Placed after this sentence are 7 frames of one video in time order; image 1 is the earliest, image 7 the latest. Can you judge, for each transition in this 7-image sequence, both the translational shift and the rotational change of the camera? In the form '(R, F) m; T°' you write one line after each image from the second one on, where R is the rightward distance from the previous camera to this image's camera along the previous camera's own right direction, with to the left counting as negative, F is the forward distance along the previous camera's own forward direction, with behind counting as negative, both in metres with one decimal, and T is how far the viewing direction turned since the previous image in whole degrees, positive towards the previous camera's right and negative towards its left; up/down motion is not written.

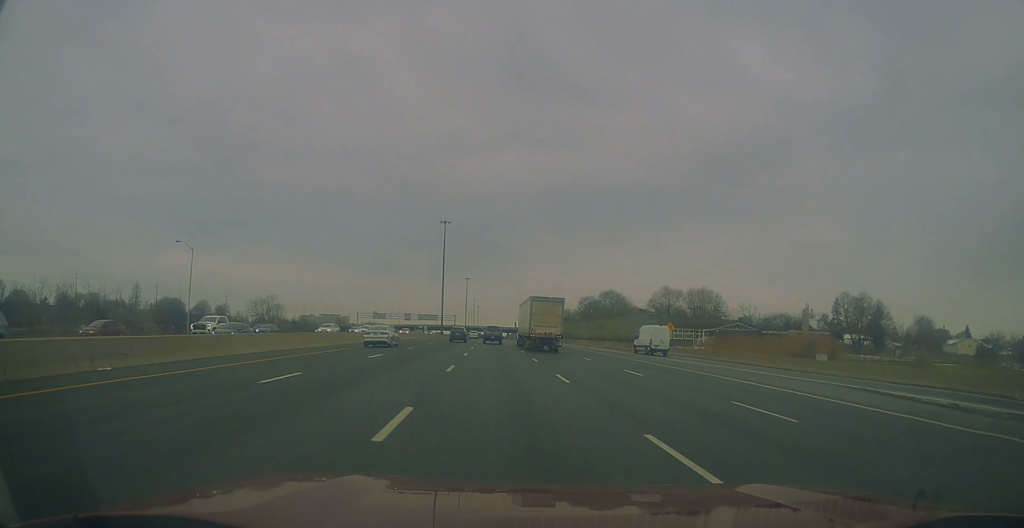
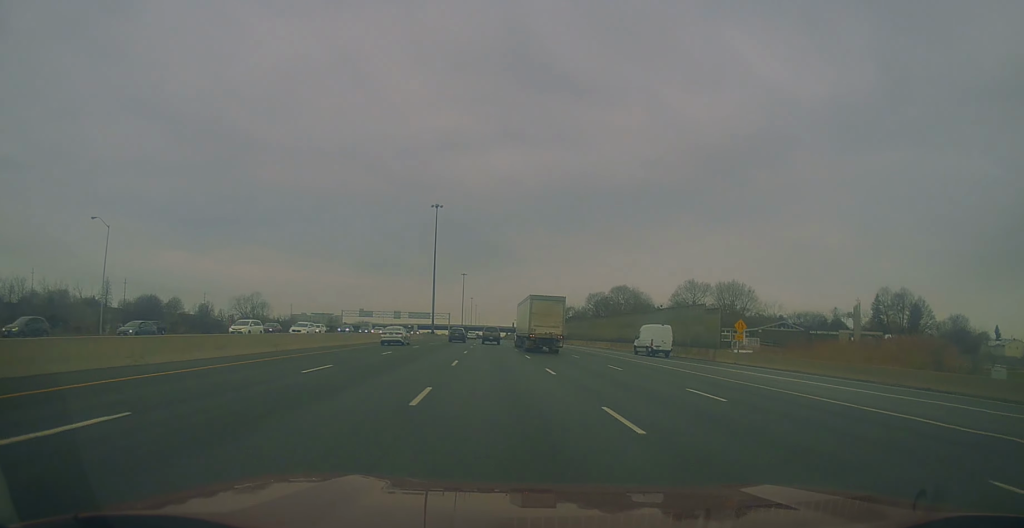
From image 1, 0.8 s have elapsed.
(+0.2, +20.9) m; -1°
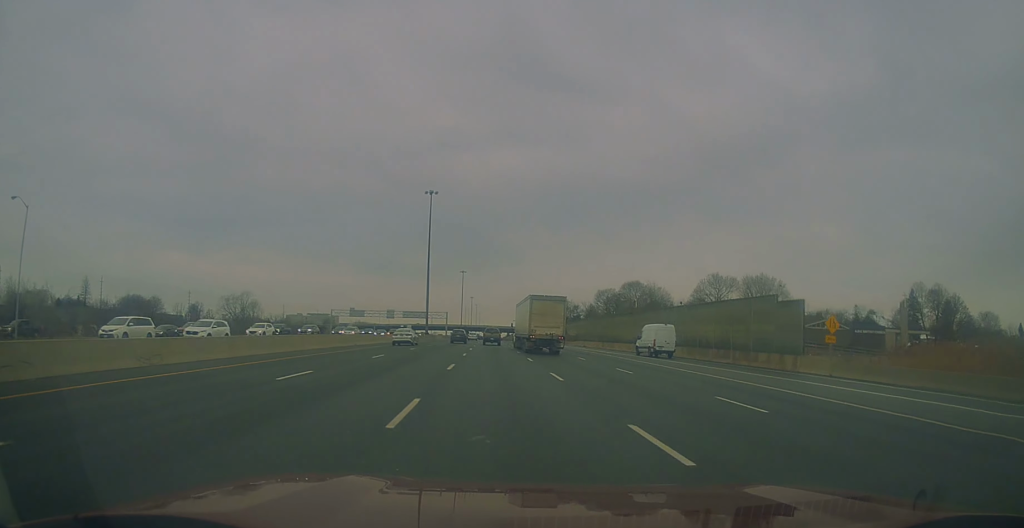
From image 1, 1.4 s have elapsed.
(-0.6, +14.5) m; 0°
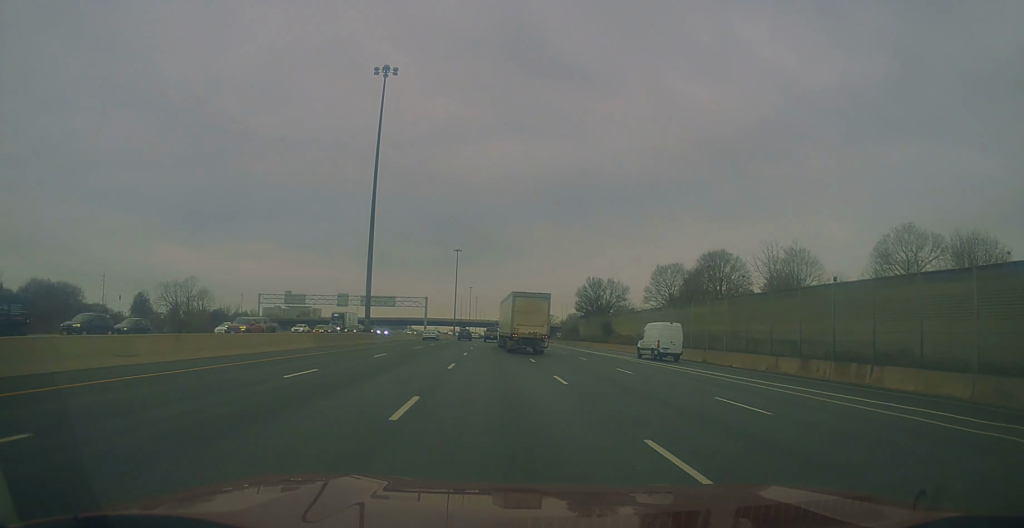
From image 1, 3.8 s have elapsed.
(+2.6, +60.5) m; +1°
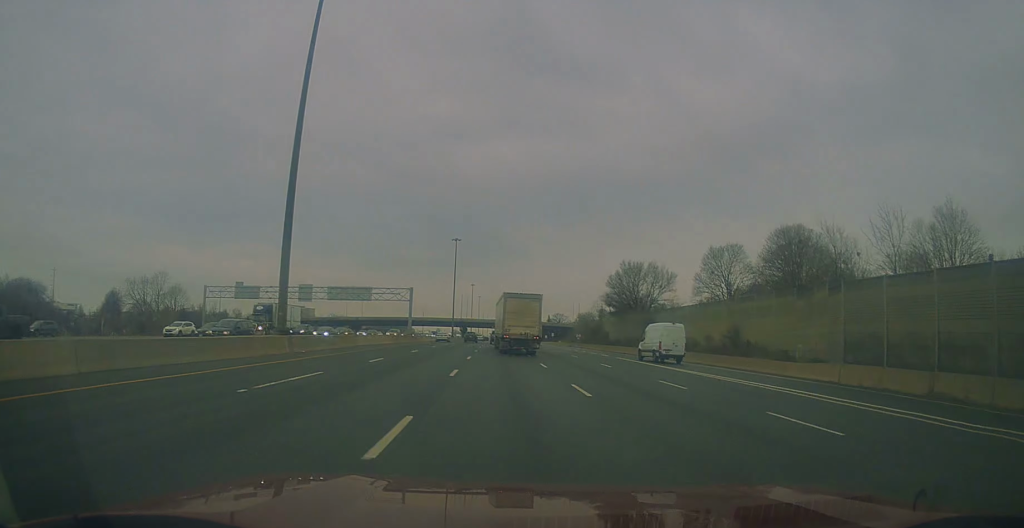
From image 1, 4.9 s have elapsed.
(-1.2, +27.1) m; -2°
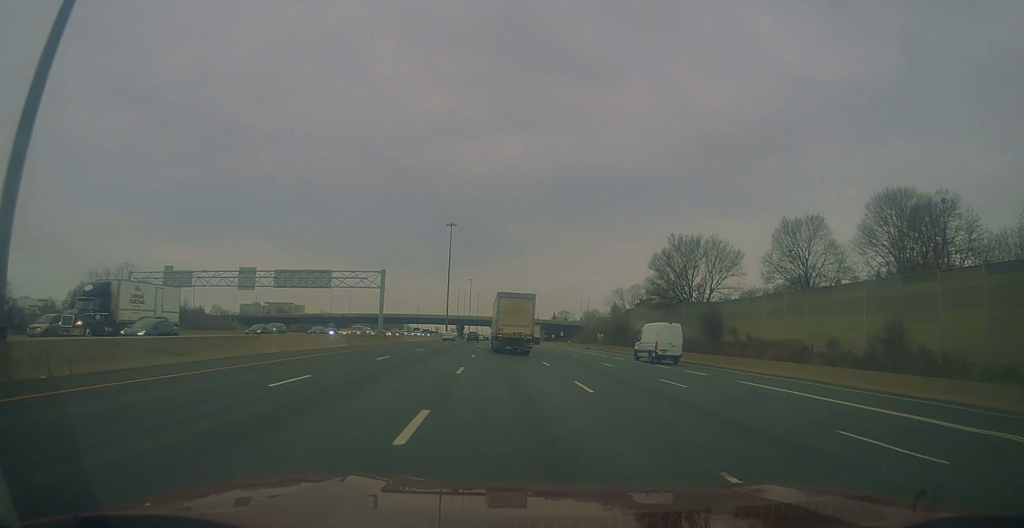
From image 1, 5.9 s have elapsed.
(+0.2, +23.8) m; +1°
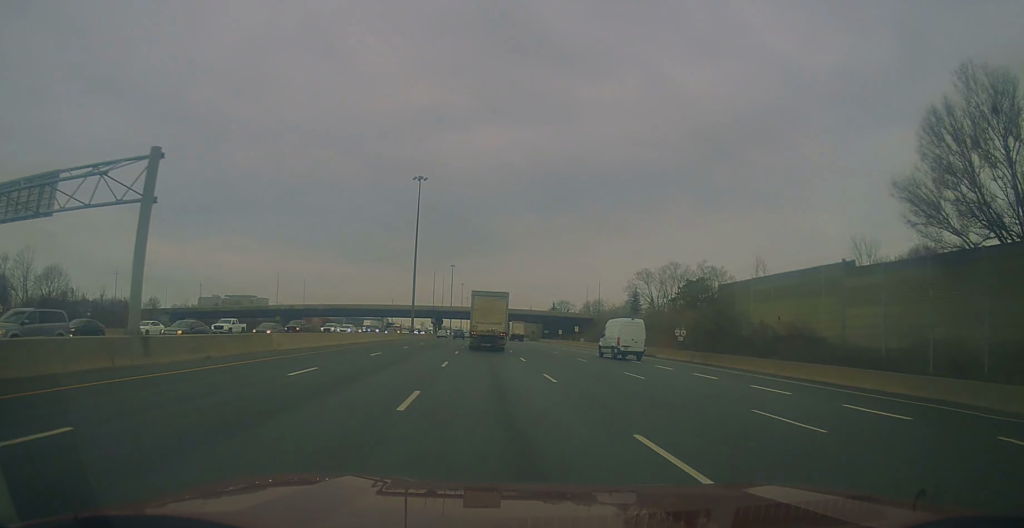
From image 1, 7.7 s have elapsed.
(+0.8, +46.3) m; +2°
